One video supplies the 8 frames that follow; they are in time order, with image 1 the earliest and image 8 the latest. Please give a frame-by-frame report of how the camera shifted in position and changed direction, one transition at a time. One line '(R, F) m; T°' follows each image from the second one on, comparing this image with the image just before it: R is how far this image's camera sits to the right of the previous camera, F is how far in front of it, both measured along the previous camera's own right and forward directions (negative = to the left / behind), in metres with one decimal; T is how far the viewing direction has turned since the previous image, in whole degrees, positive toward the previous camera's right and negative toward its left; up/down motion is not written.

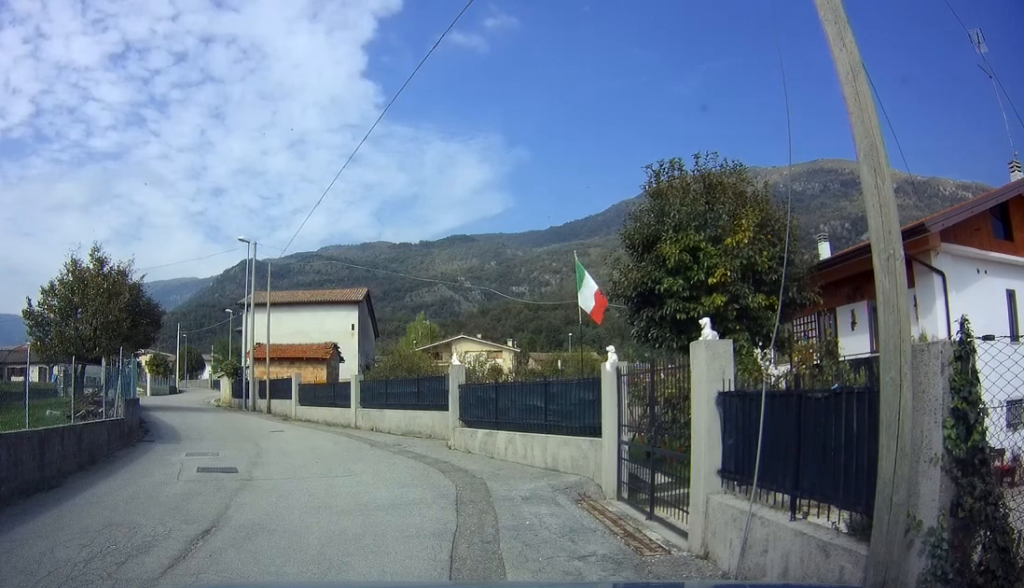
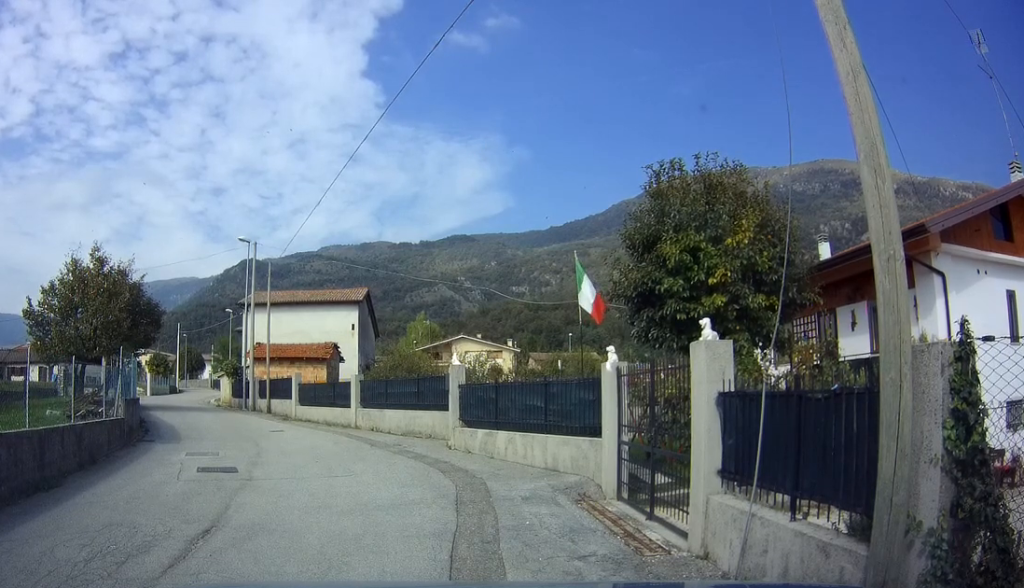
(0.0, 0.0) m; 0°
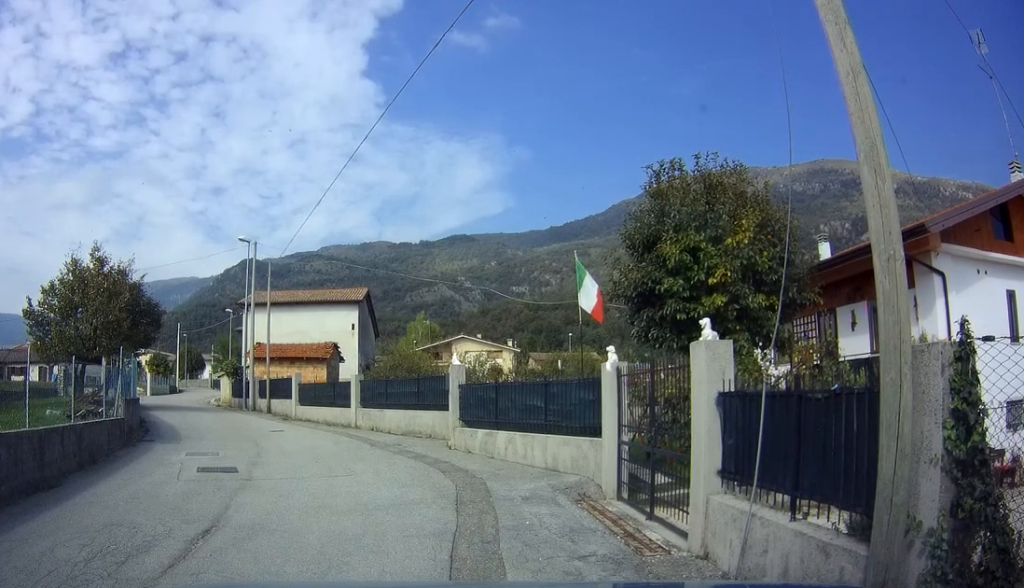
(0.0, 0.0) m; 0°
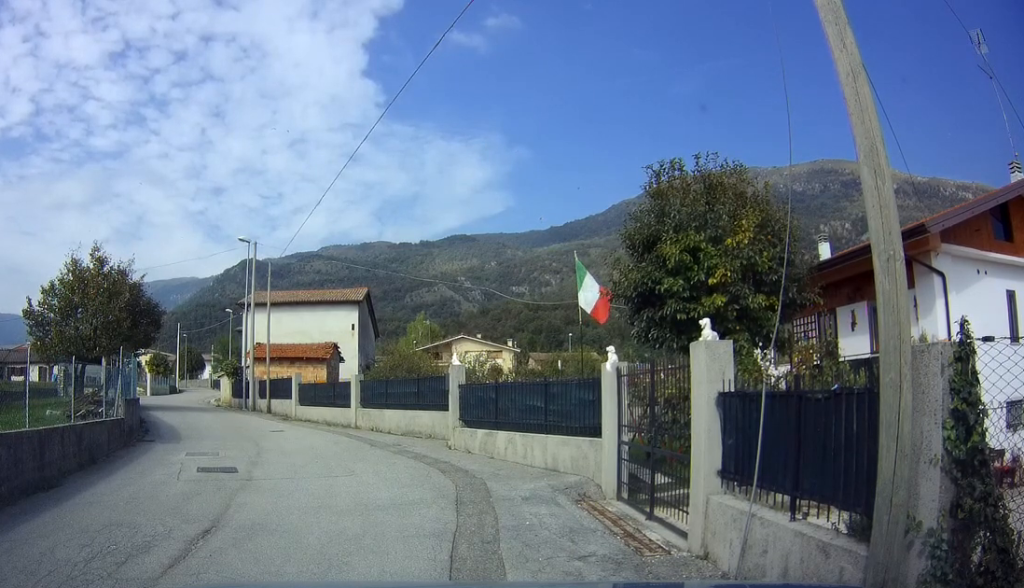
(0.0, 0.0) m; 0°
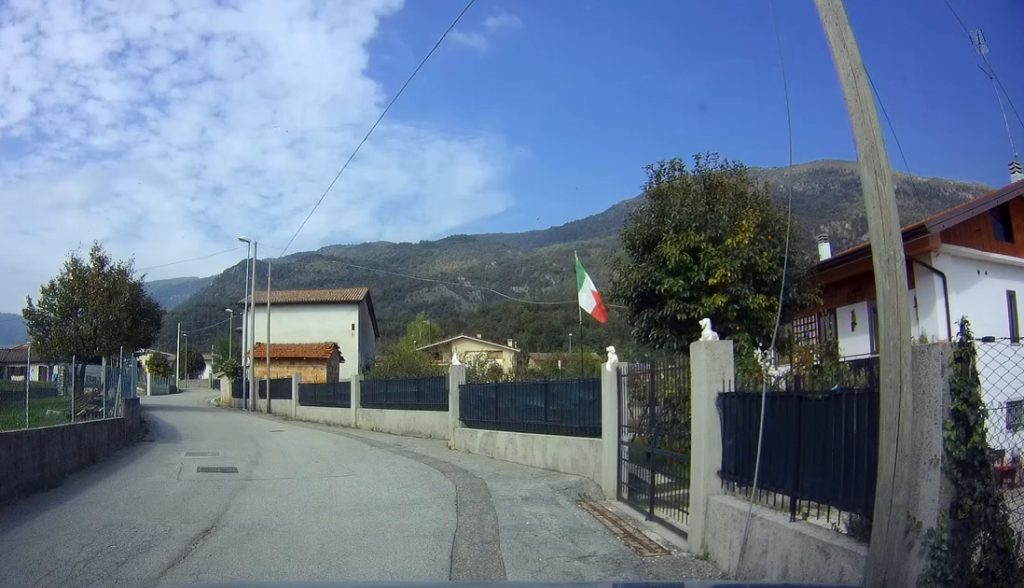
(0.0, 0.0) m; 0°
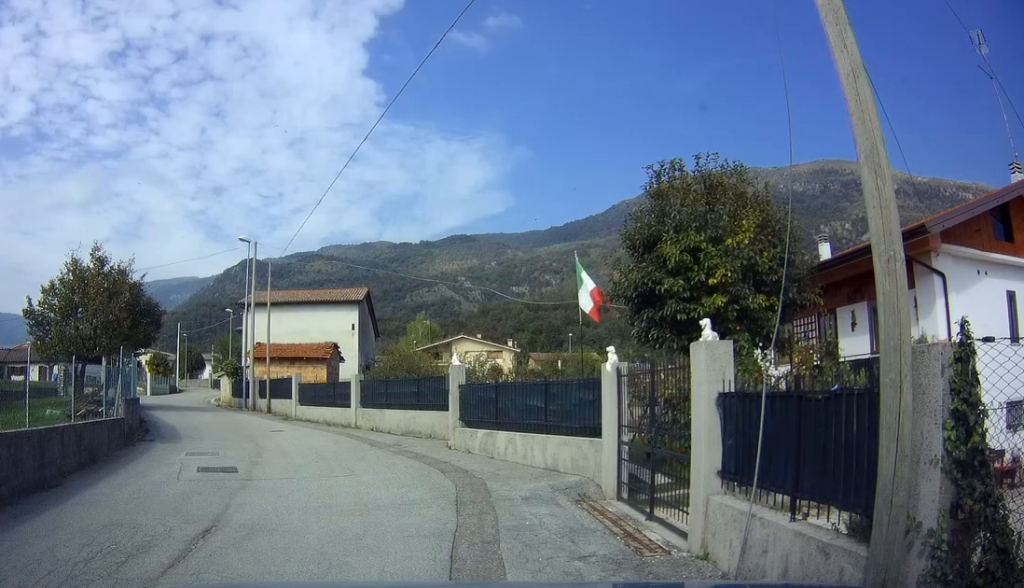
(0.0, 0.0) m; 0°
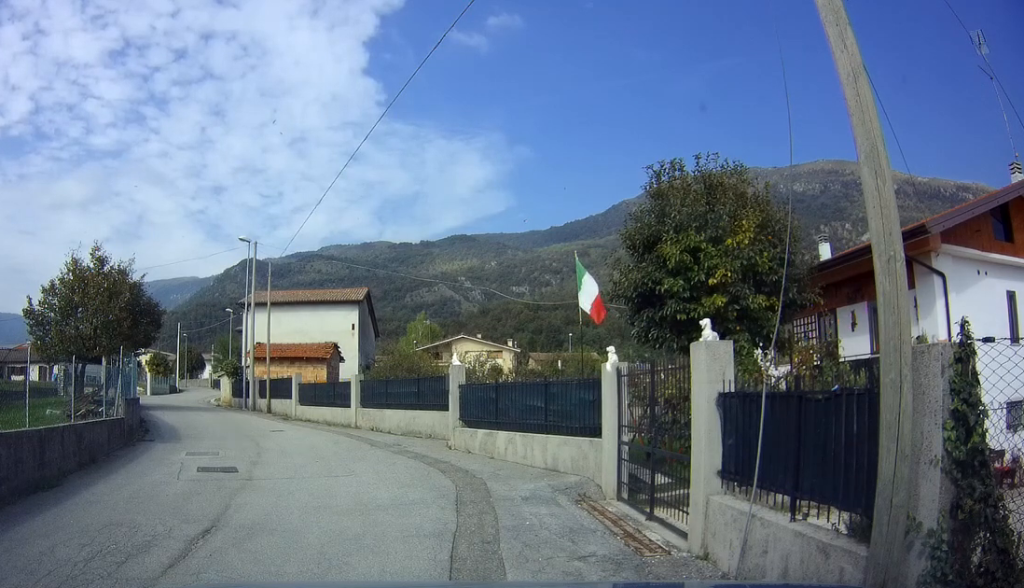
(0.0, 0.0) m; 0°
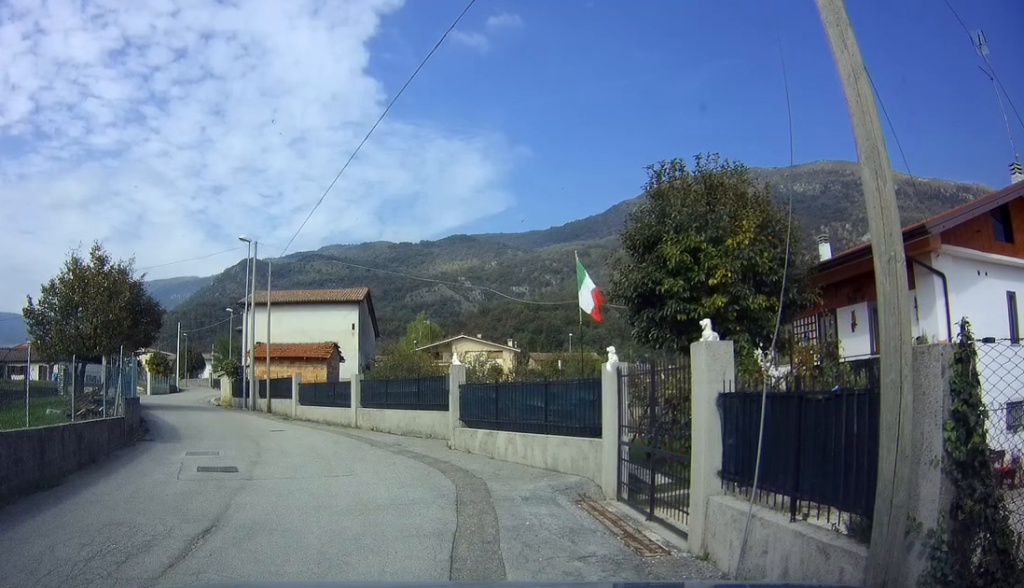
(0.0, 0.0) m; 0°
